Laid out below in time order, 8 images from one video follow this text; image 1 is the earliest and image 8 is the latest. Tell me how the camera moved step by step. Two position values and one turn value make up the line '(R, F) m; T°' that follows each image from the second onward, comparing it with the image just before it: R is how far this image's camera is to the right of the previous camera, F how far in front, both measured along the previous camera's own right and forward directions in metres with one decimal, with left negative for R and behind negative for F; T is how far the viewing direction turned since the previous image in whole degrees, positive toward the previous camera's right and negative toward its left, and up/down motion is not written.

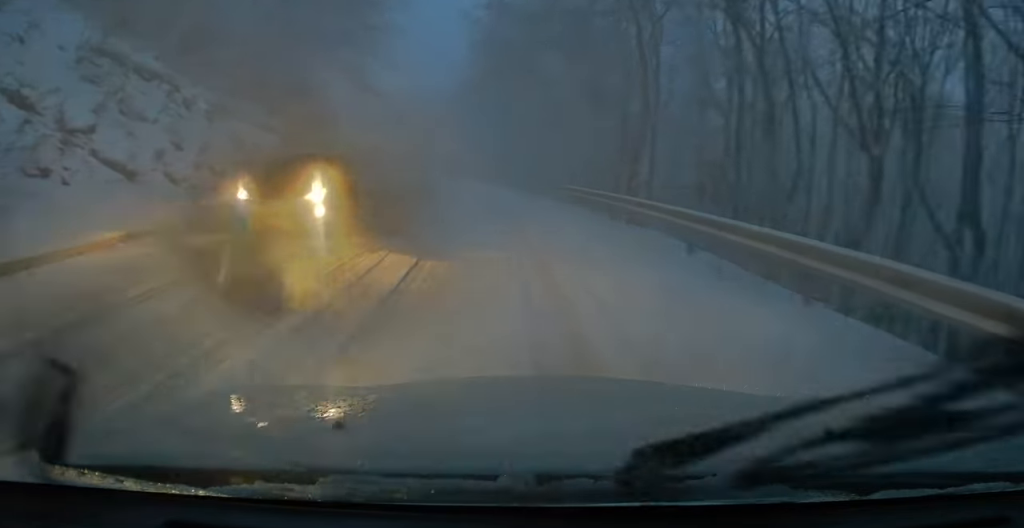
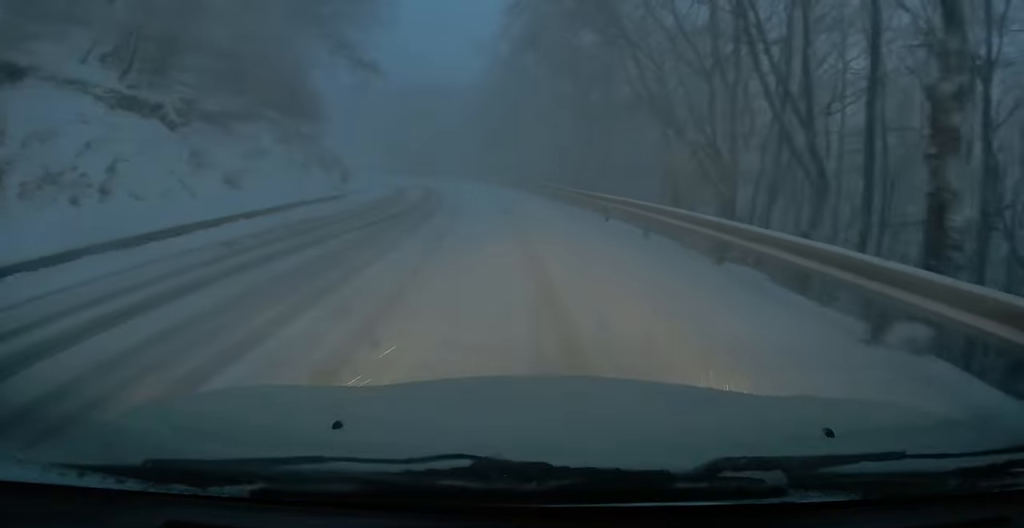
(+1.0, +14.0) m; +1°
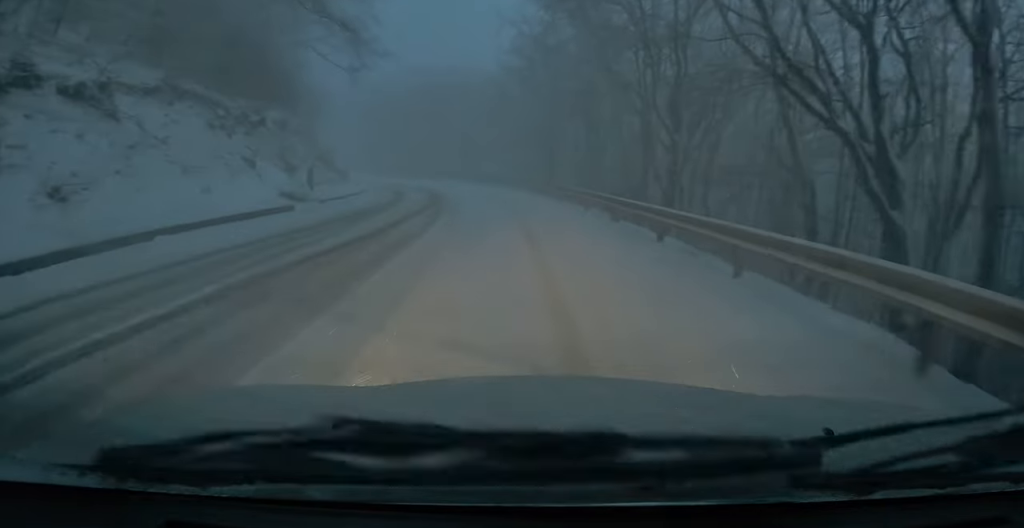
(-0.6, +8.9) m; -7°
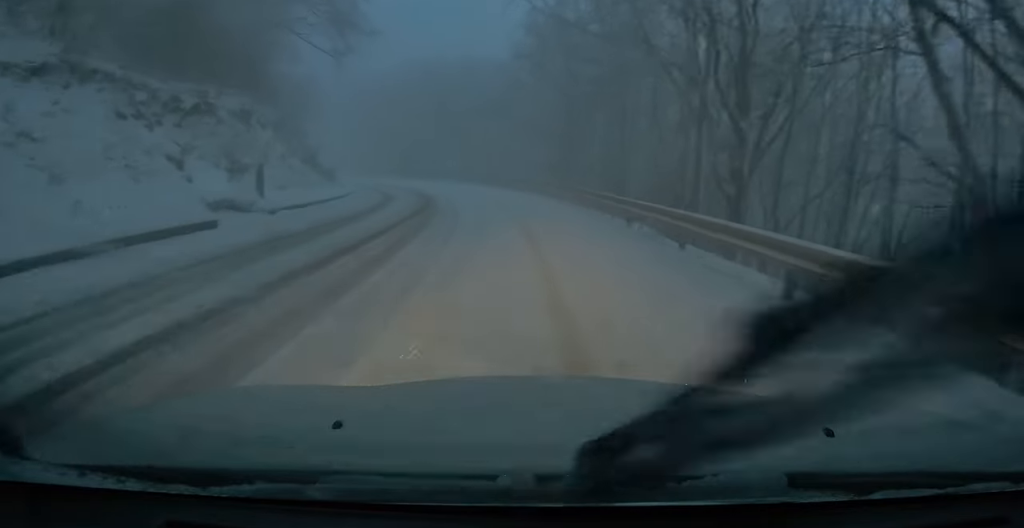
(-0.2, +5.7) m; -3°
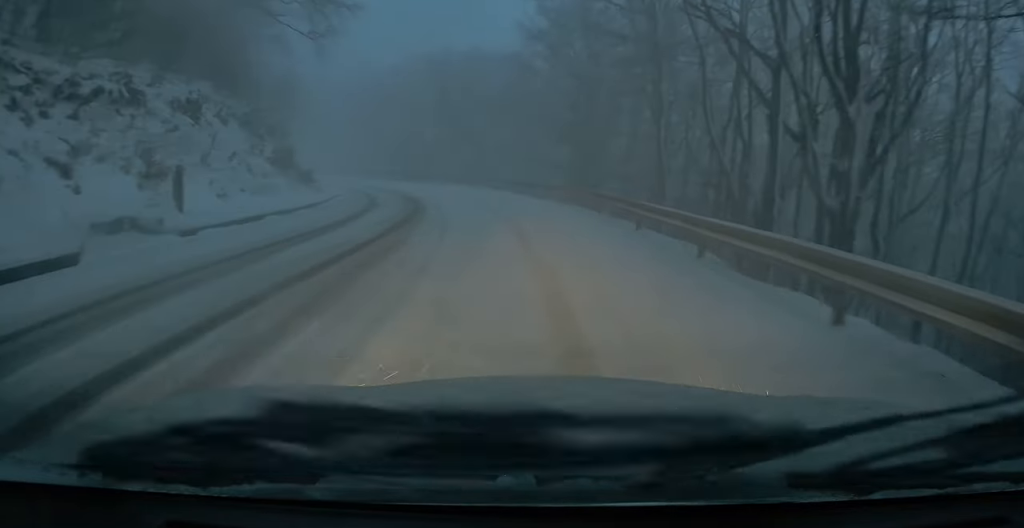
(-0.1, +5.2) m; -3°
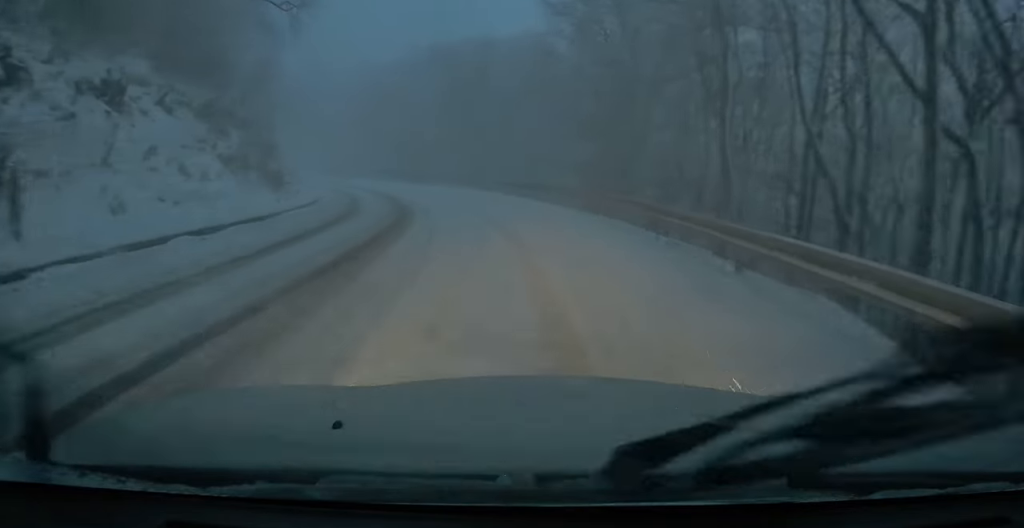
(0.0, +5.5) m; -4°
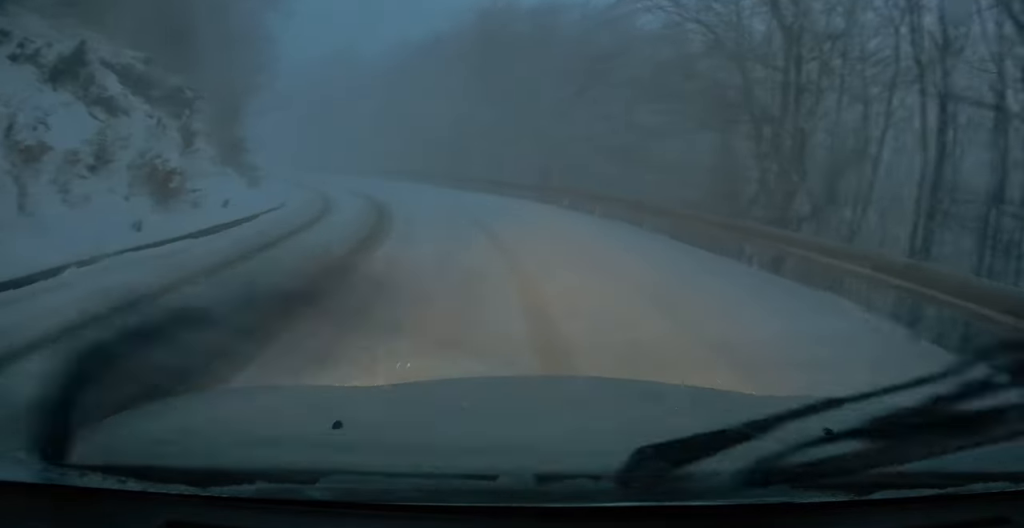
(-1.1, +11.1) m; -14°
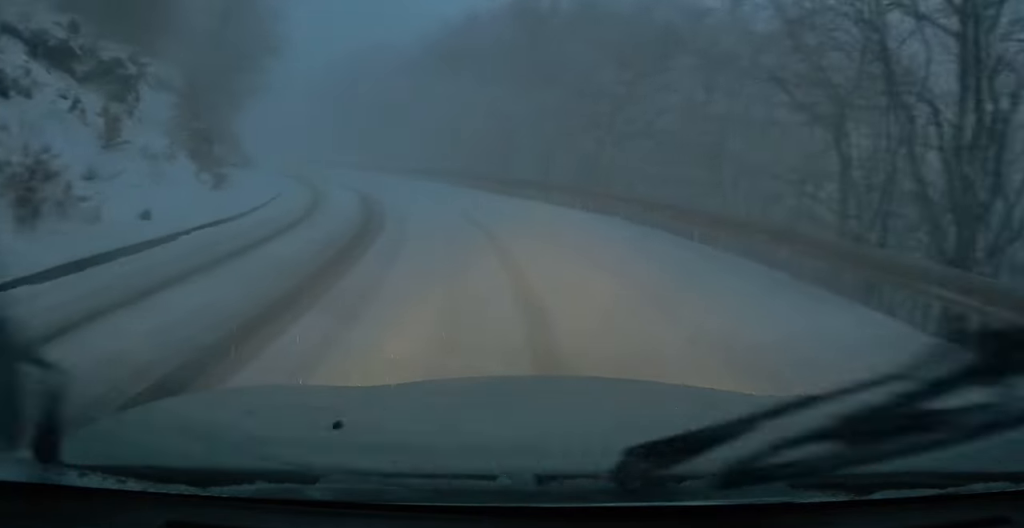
(-0.3, +5.3) m; -10°
